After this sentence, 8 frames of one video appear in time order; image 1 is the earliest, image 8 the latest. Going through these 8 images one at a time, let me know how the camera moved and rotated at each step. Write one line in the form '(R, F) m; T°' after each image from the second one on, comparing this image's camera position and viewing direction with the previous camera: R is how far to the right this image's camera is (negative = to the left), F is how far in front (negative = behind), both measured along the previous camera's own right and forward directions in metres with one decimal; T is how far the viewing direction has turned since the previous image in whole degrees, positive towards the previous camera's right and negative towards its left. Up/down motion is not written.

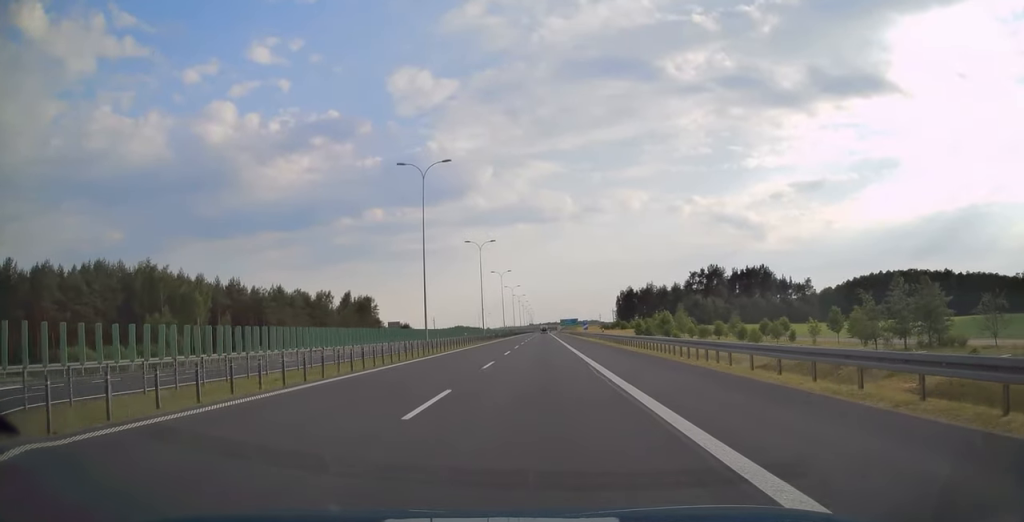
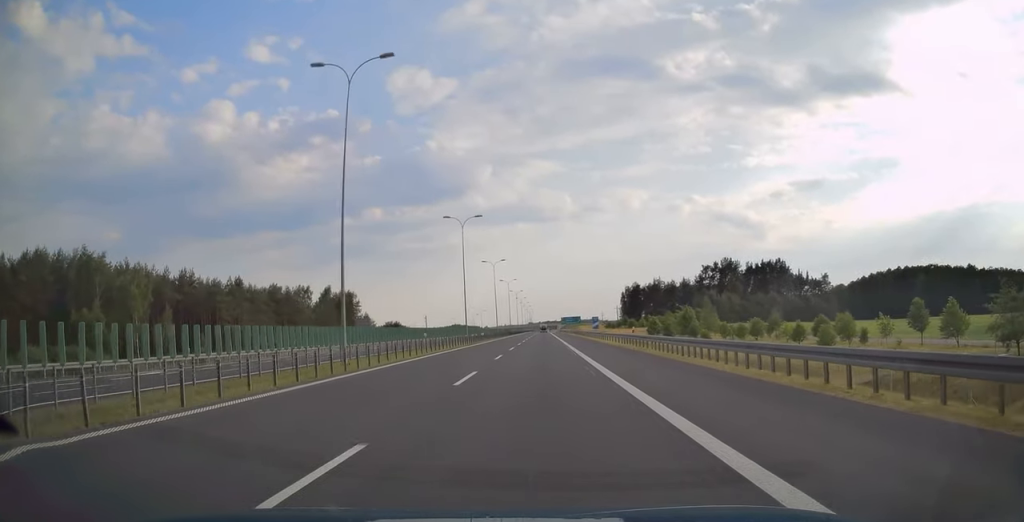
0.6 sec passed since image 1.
(0.0, +18.5) m; 0°
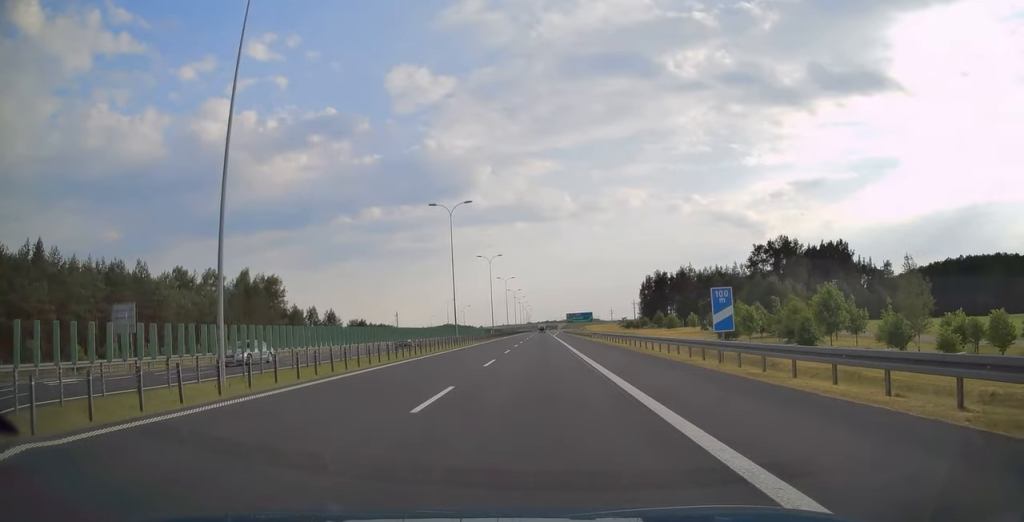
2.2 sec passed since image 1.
(0.0, +52.3) m; 0°
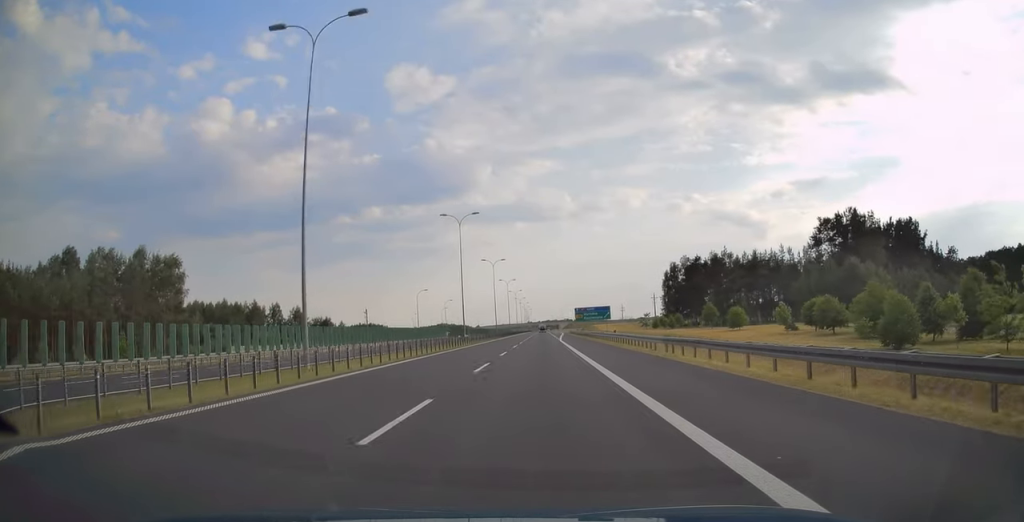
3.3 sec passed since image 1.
(+0.1, +38.6) m; 0°
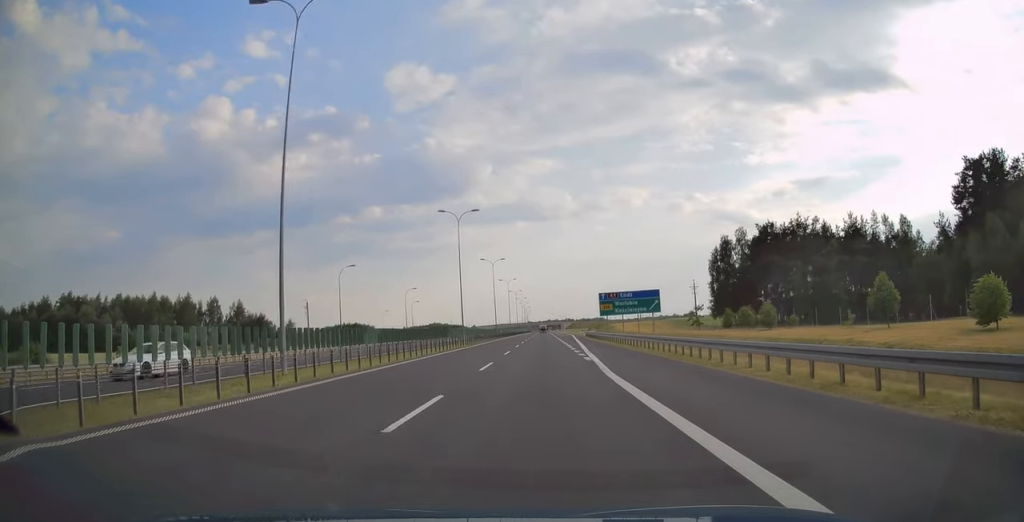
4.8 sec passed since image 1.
(0.0, +46.8) m; 0°
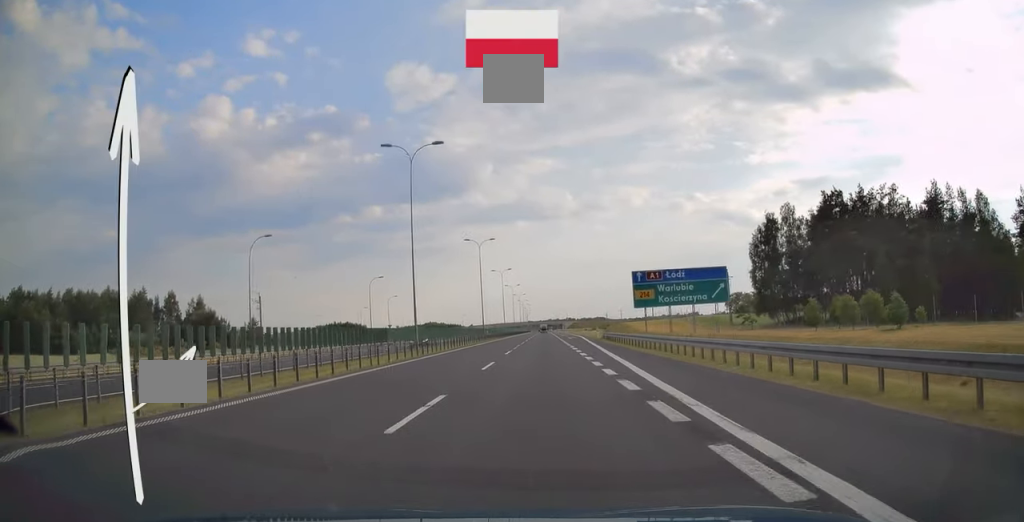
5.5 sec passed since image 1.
(0.0, +24.0) m; 0°
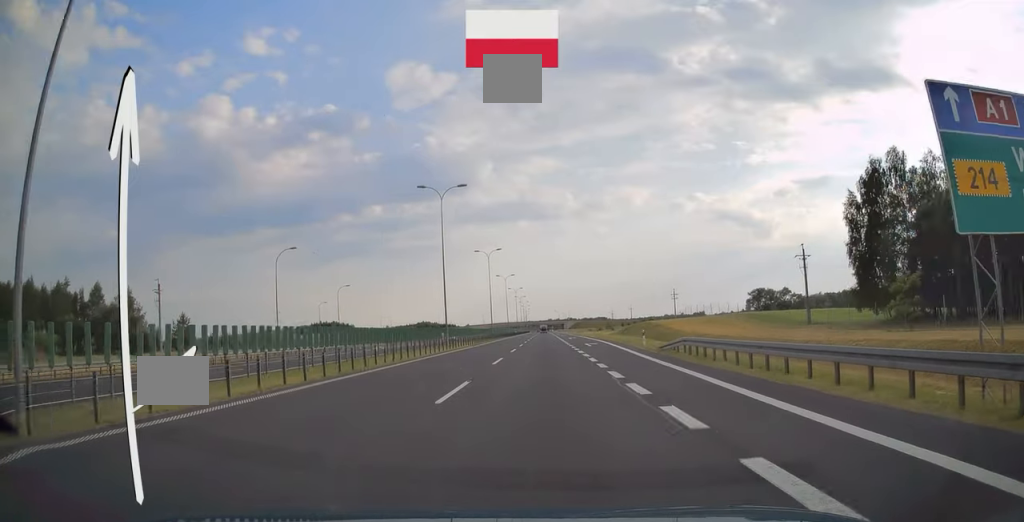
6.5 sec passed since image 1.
(0.0, +32.7) m; 0°
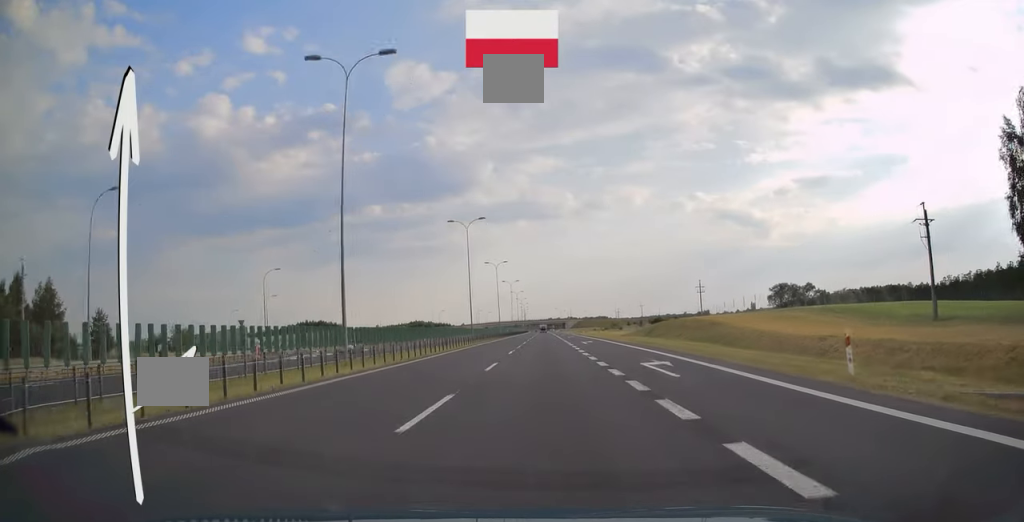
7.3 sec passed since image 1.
(0.0, +27.3) m; 0°
